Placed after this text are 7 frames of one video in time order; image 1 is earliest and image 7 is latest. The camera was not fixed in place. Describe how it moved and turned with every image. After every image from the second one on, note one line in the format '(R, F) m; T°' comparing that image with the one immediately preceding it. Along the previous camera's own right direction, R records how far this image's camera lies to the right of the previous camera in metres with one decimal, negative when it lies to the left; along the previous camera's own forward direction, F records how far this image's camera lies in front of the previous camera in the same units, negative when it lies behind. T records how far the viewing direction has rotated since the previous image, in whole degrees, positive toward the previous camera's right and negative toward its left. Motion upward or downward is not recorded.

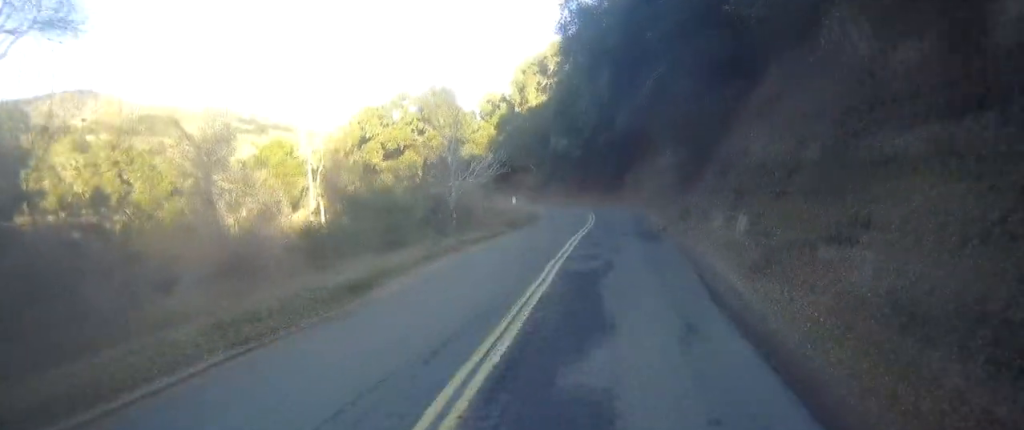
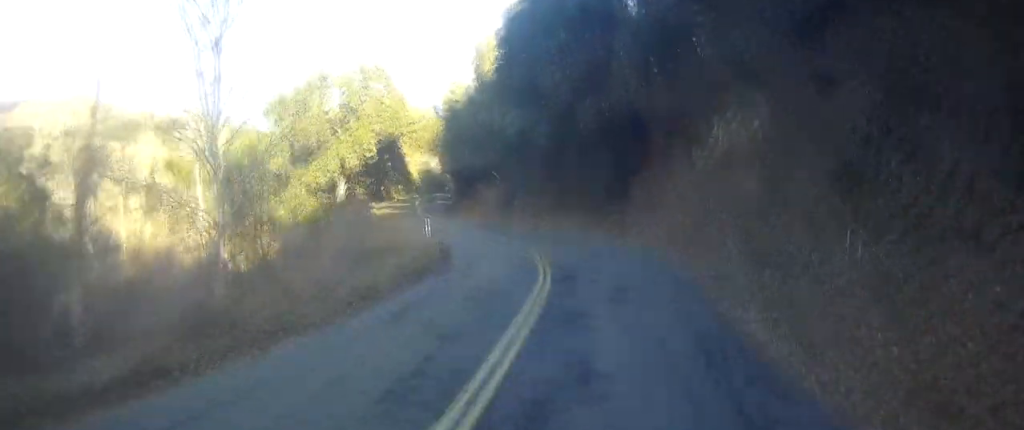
(+1.3, +29.3) m; +3°
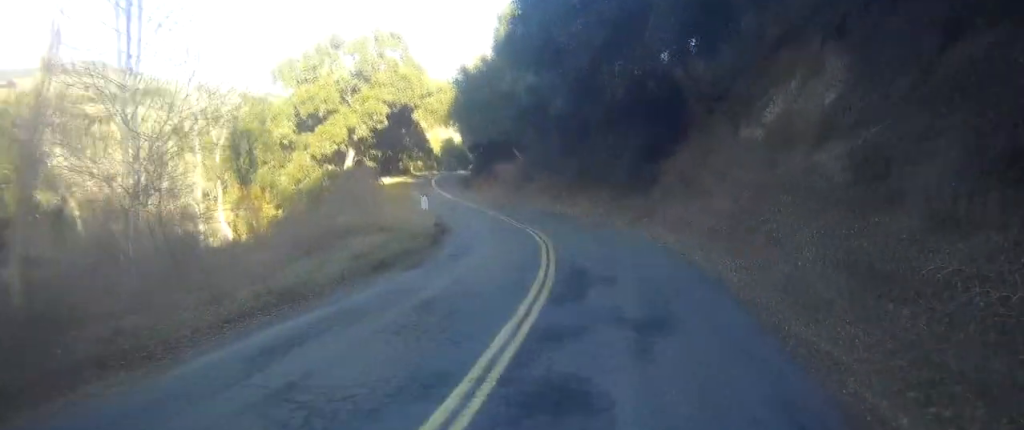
(0.0, +5.4) m; 0°
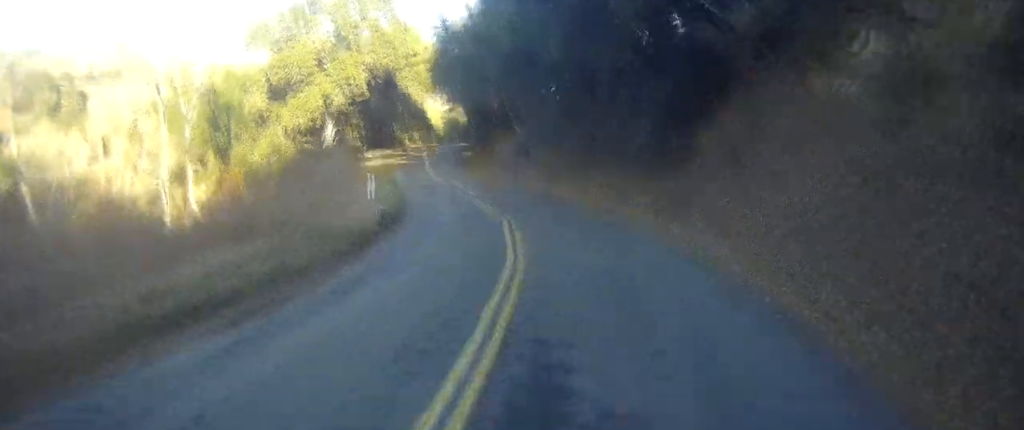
(0.0, +8.2) m; 0°
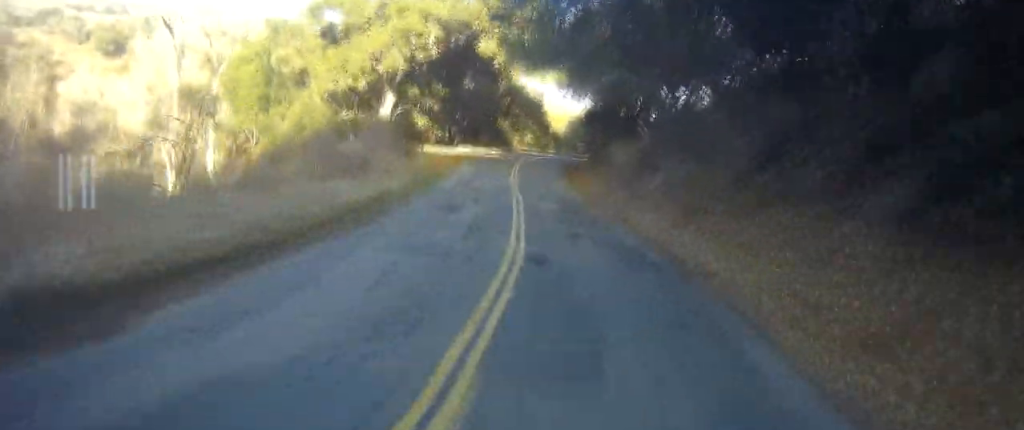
(0.0, +17.8) m; -6°
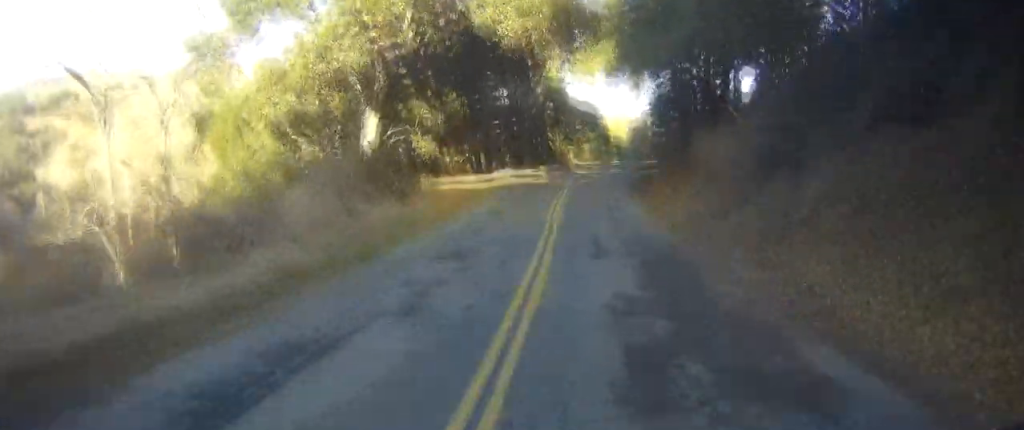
(-1.7, +15.1) m; -8°
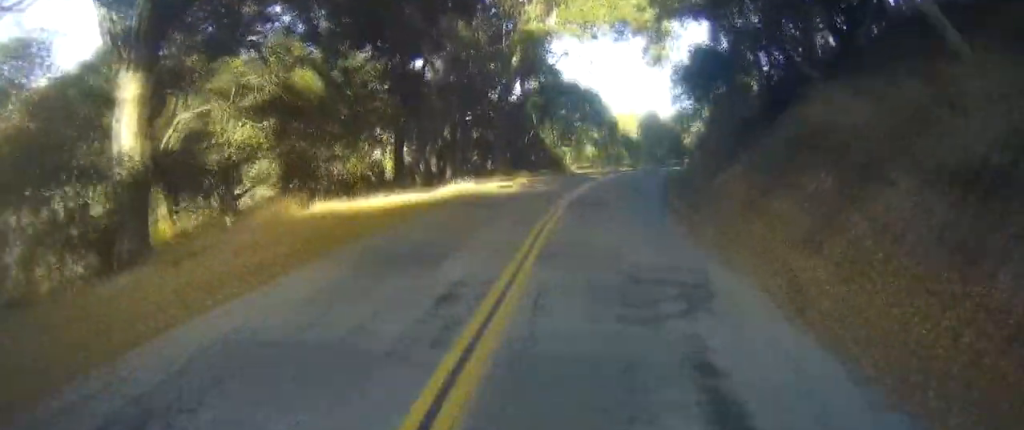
(-0.8, +20.6) m; -5°
